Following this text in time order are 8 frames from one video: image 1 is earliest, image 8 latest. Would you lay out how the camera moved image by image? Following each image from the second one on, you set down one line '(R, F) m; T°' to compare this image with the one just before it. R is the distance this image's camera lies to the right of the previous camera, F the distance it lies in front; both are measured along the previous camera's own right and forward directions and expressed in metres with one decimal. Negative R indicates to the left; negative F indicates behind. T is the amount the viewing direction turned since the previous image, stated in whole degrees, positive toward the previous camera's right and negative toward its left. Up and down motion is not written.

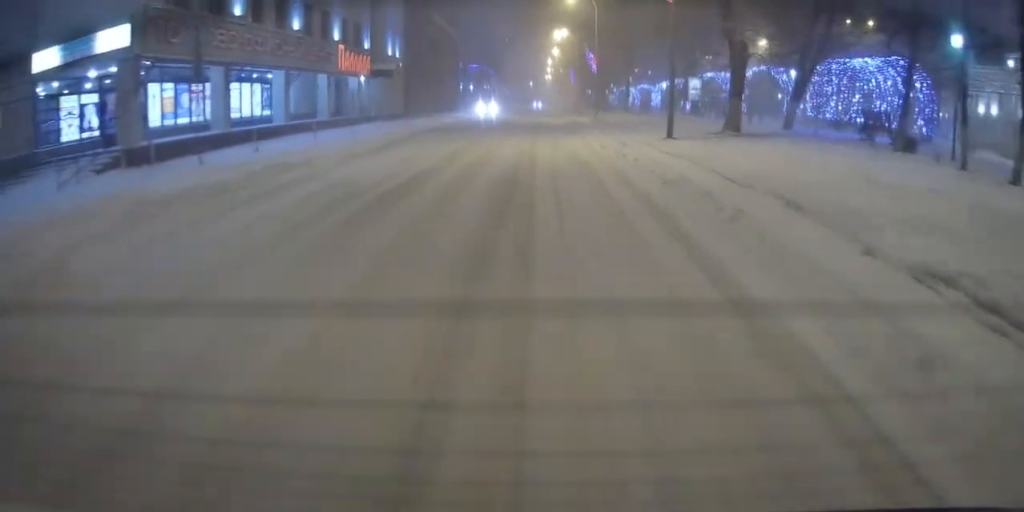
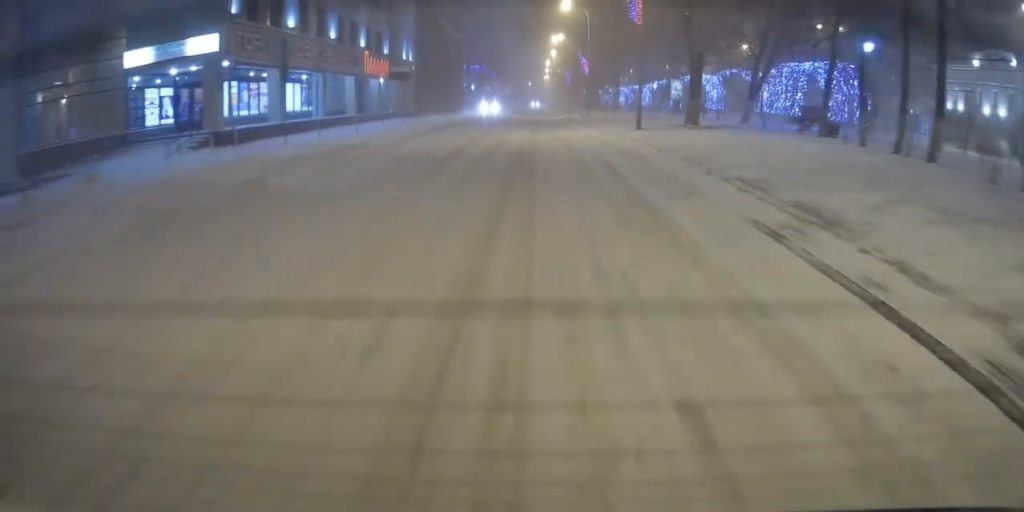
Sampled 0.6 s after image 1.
(+0.1, +5.9) m; +1°
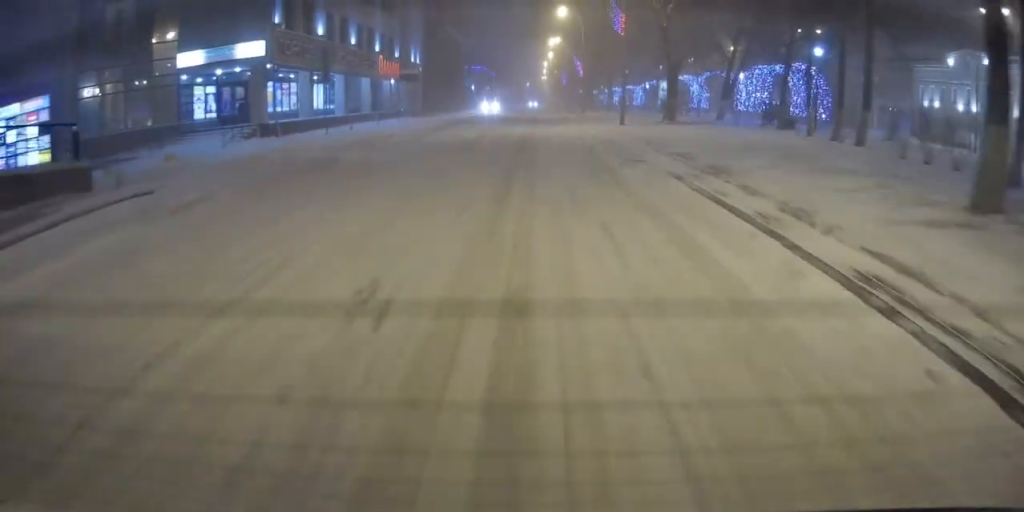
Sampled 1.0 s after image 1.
(0.0, +4.2) m; 0°
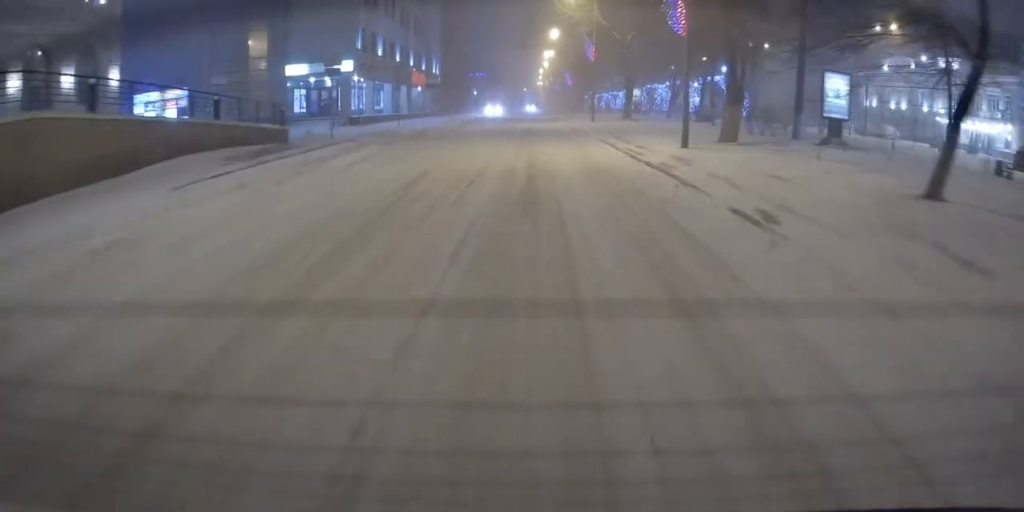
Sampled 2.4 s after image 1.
(0.0, +13.3) m; -3°
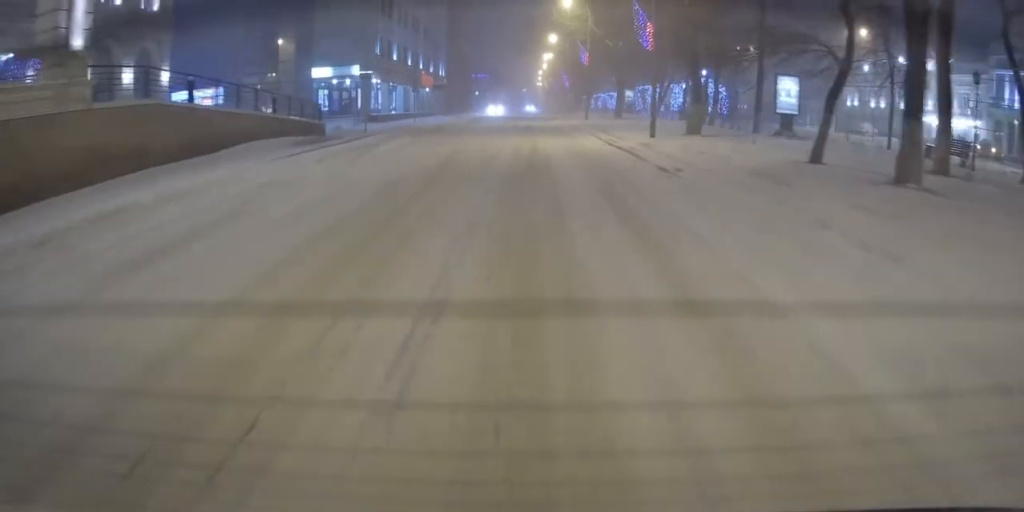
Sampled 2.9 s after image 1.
(-0.2, +4.9) m; 0°
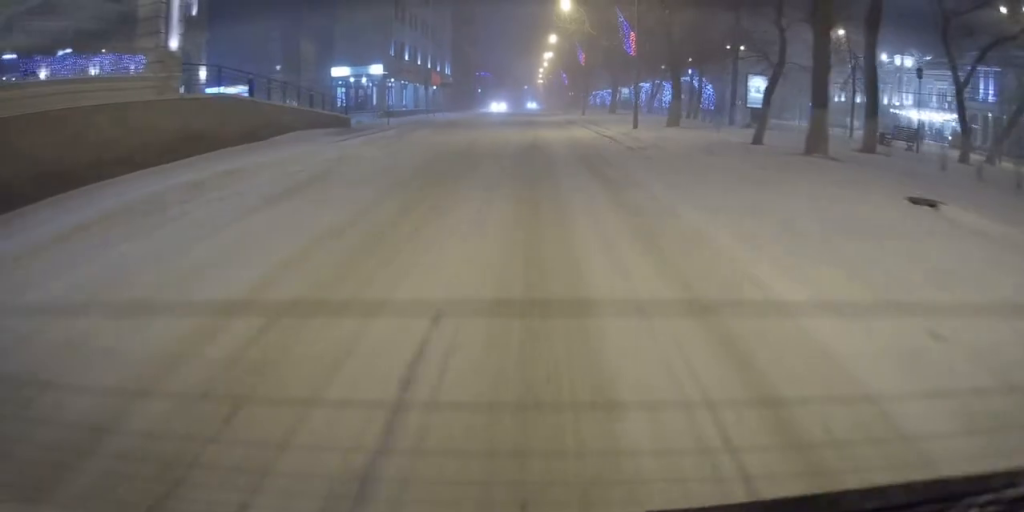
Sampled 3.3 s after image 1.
(-0.2, +4.2) m; 0°
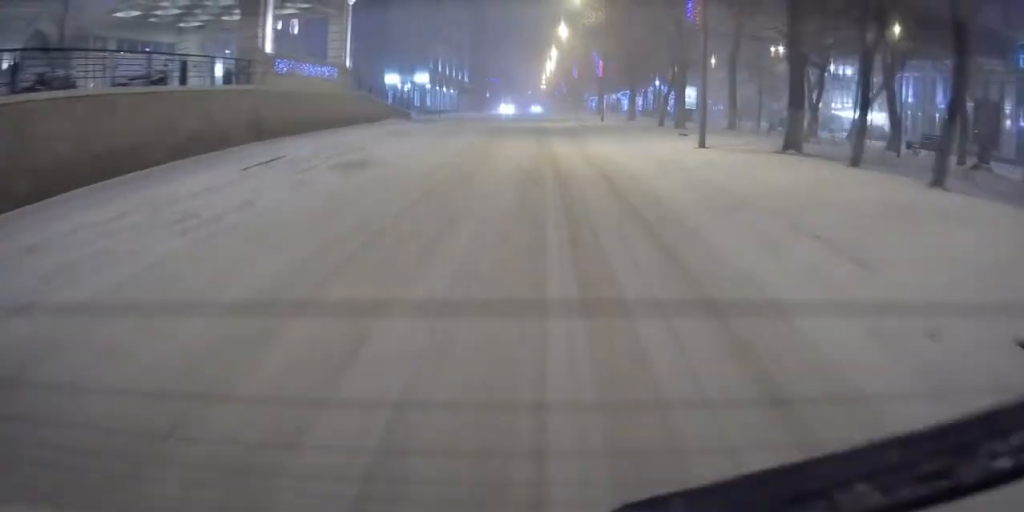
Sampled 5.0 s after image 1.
(+0.8, +16.1) m; +3°
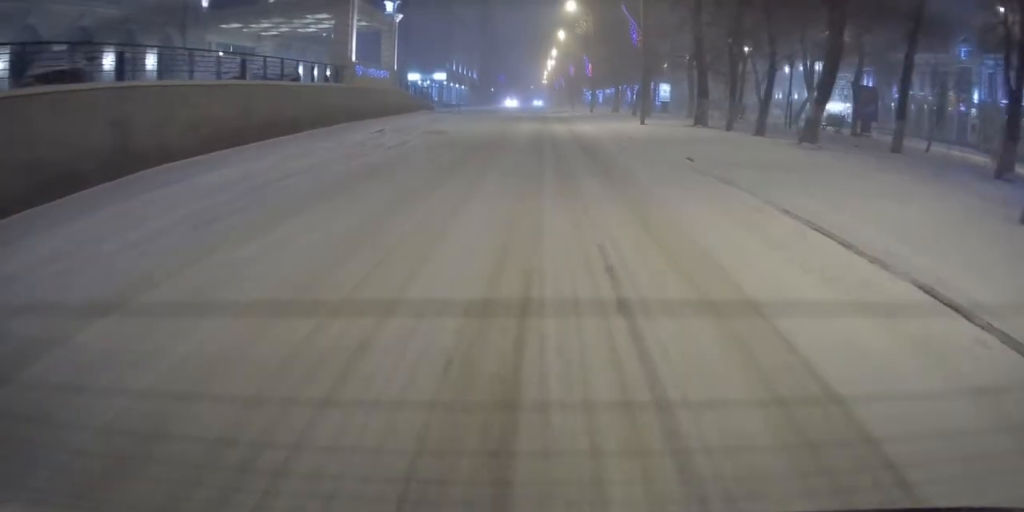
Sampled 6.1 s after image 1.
(0.0, +10.5) m; -1°
